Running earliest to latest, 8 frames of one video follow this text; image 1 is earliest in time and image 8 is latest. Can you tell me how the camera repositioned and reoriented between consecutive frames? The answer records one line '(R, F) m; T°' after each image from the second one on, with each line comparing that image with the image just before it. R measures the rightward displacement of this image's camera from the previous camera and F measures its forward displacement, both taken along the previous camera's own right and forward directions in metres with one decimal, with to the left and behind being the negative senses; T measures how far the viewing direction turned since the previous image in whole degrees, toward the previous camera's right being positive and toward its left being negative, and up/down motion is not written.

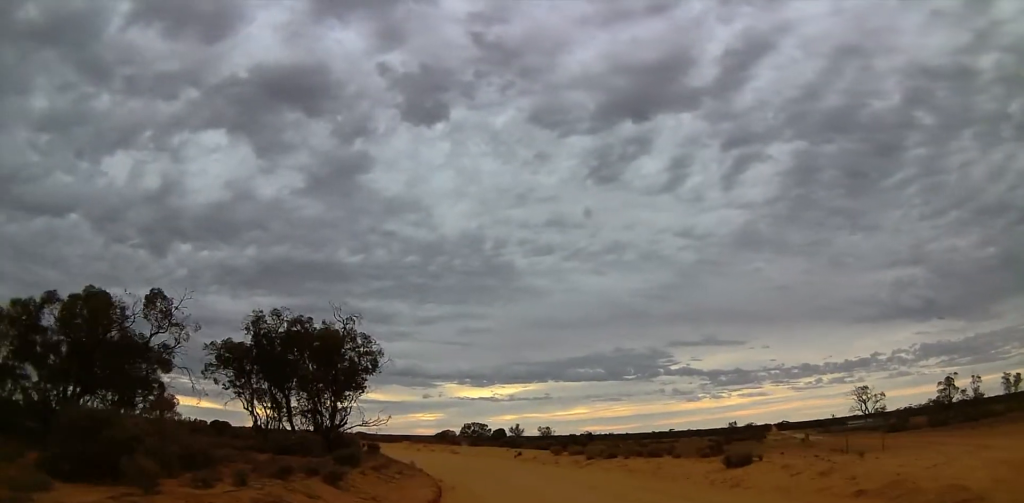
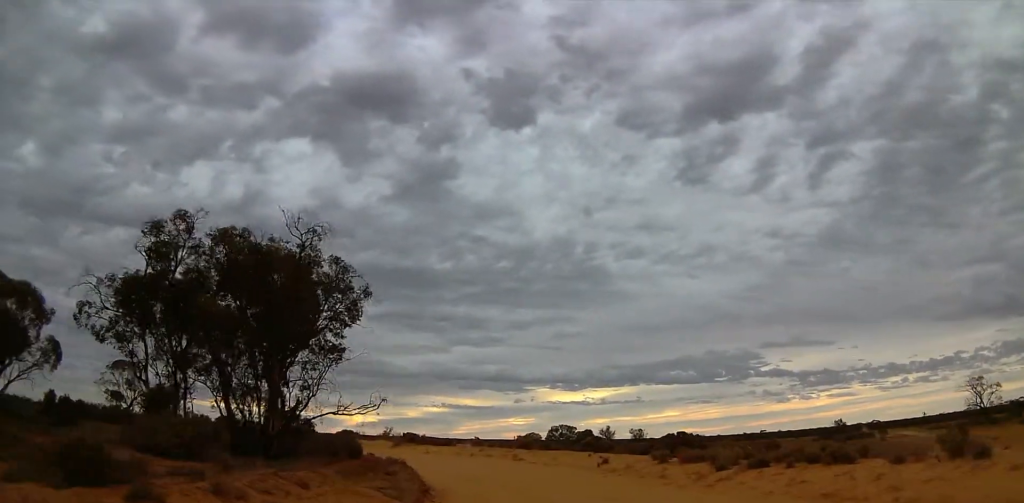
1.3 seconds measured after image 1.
(-1.9, +11.9) m; -10°
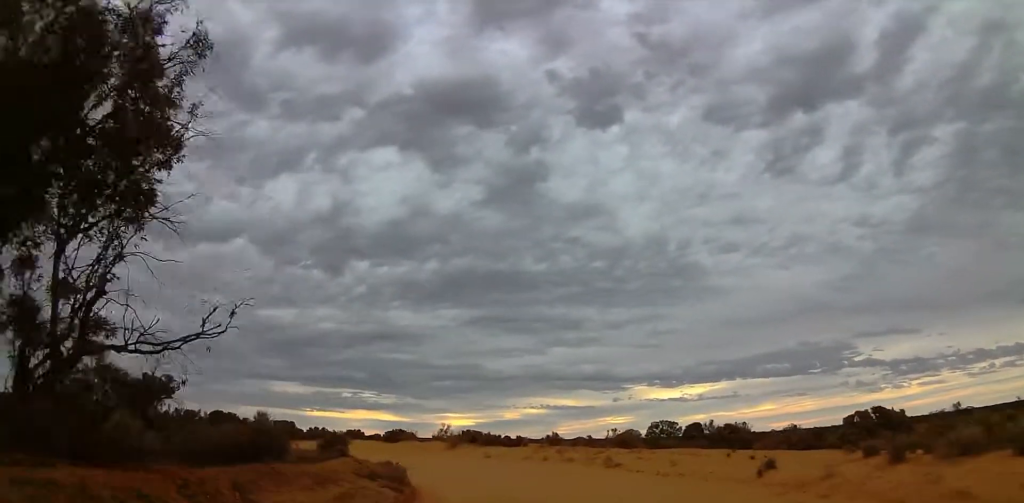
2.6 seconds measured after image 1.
(+0.1, +12.0) m; -2°
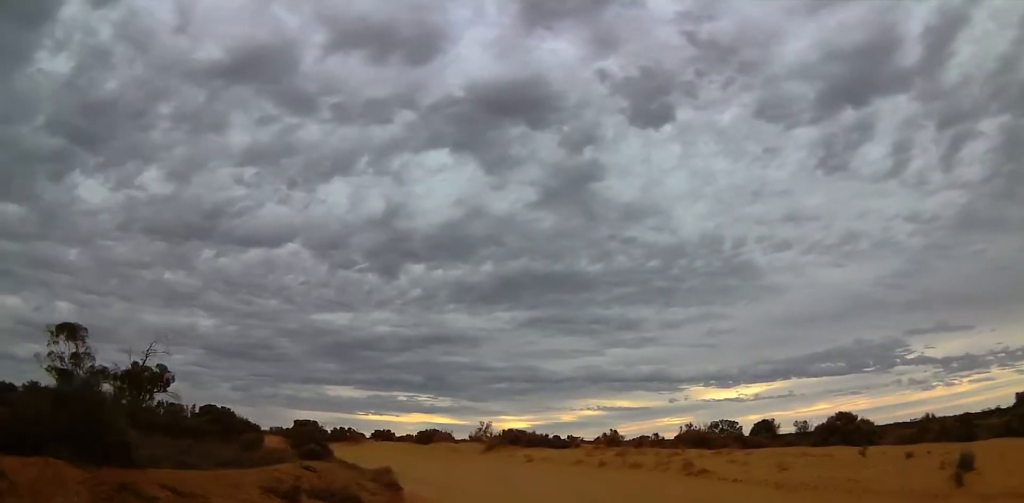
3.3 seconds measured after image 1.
(-0.1, +6.0) m; -3°
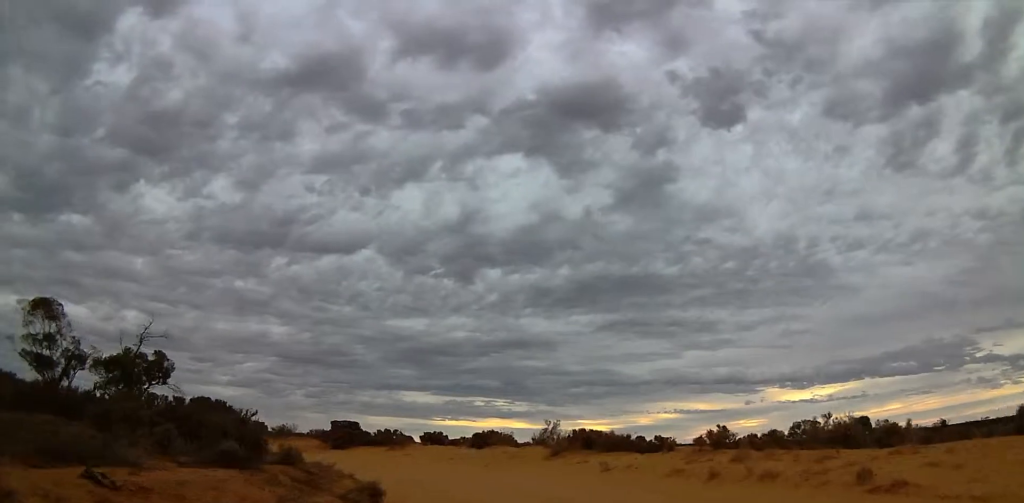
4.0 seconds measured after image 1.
(+0.1, +6.4) m; -6°
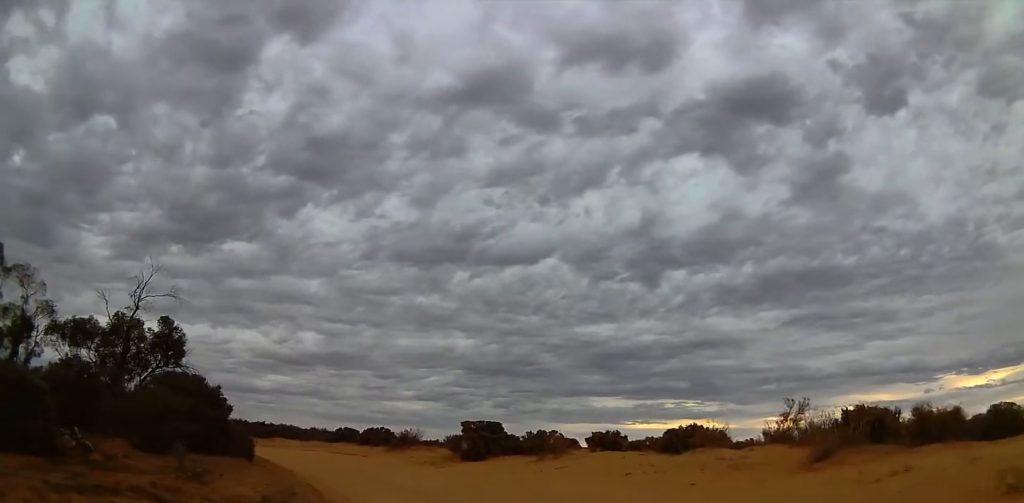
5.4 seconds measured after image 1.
(-1.9, +11.4) m; -17°
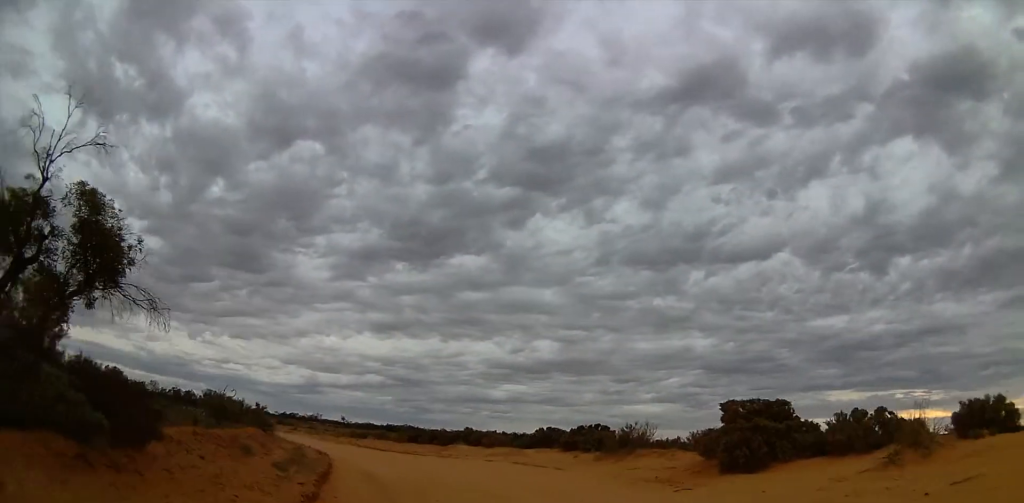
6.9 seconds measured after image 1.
(-2.1, +11.6) m; -19°
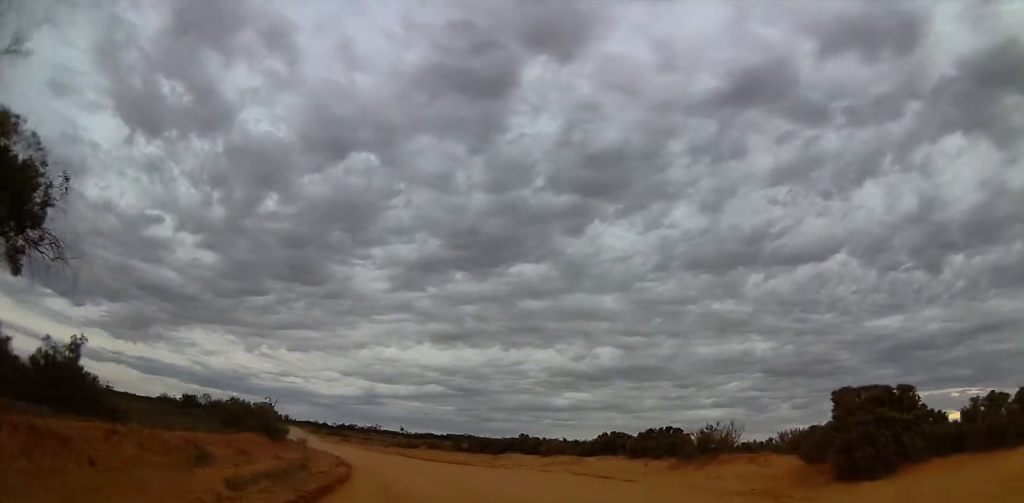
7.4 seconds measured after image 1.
(-0.1, +3.3) m; -5°
